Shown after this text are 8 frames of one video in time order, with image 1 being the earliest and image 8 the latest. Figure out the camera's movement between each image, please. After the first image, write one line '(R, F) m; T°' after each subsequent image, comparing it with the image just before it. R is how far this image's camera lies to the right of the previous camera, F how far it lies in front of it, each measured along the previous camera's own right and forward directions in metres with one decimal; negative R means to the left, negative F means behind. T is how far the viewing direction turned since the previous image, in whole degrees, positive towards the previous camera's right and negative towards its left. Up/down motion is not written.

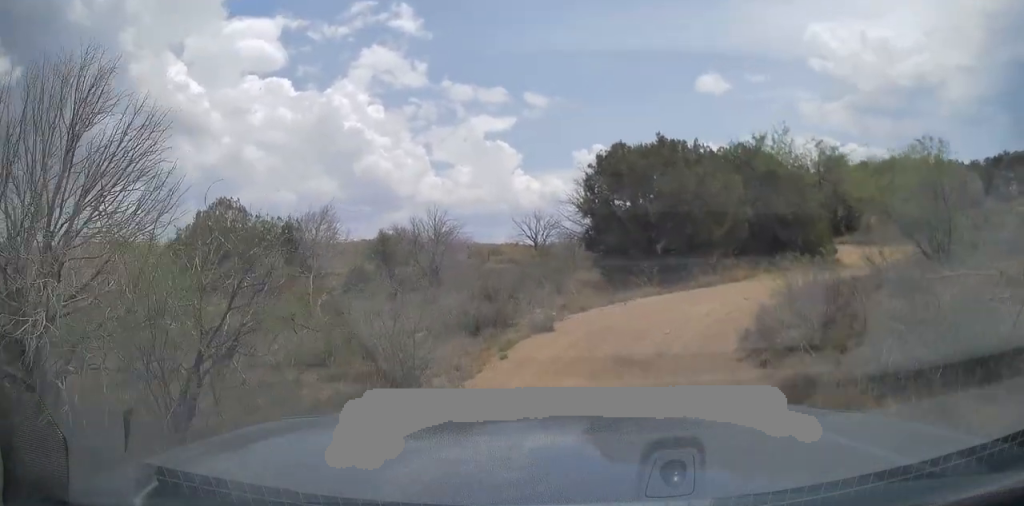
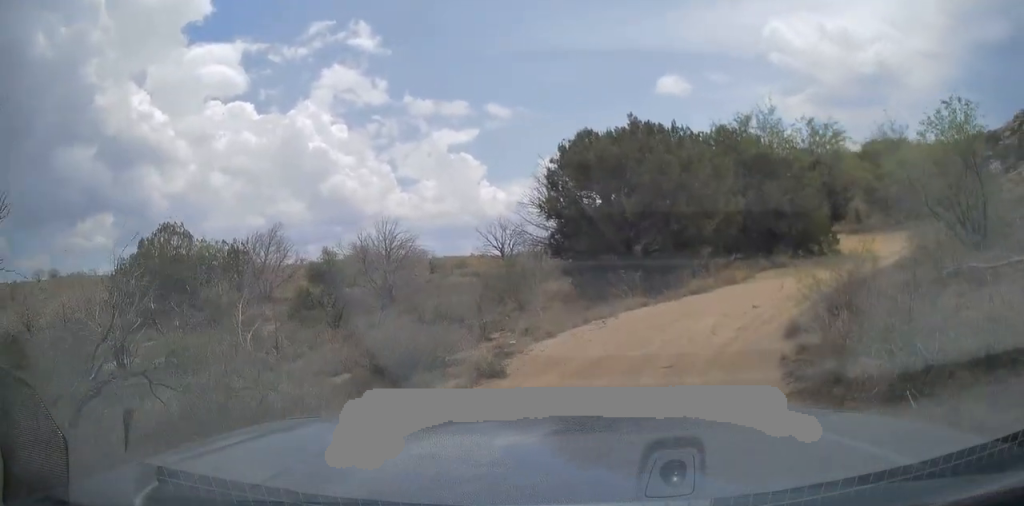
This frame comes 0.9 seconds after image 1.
(0.0, +3.3) m; +2°
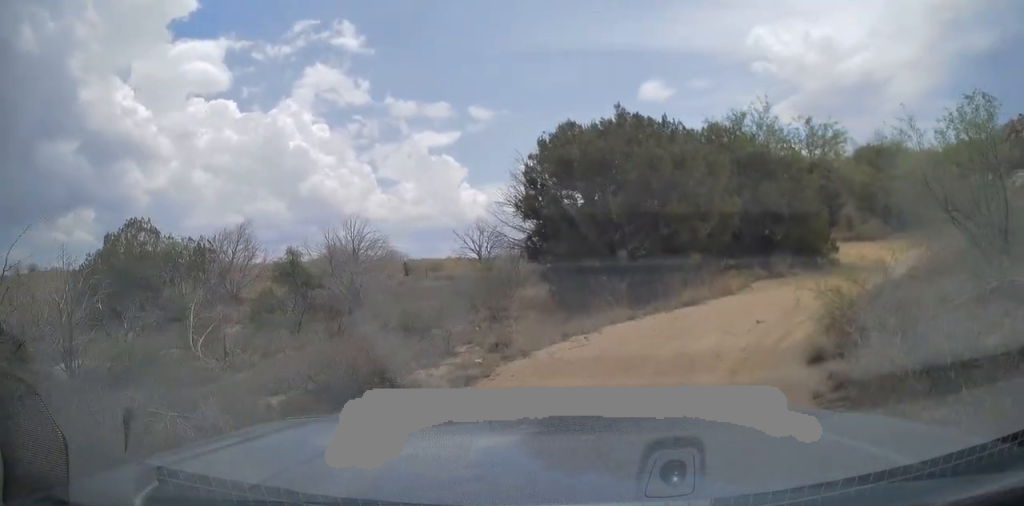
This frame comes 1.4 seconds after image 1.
(+0.1, +1.7) m; +4°
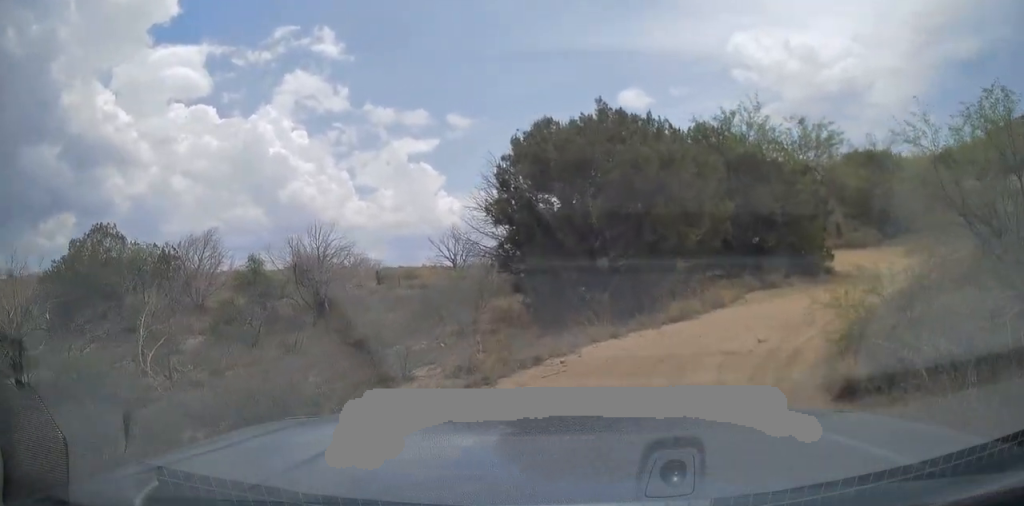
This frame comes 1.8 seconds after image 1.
(0.0, +1.5) m; +4°
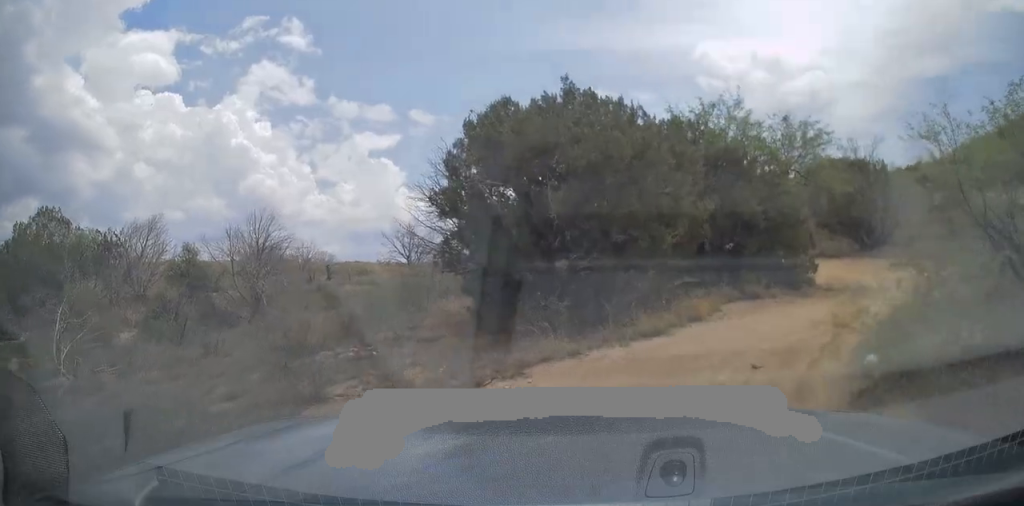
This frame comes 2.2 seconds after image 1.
(+0.1, +1.8) m; +5°
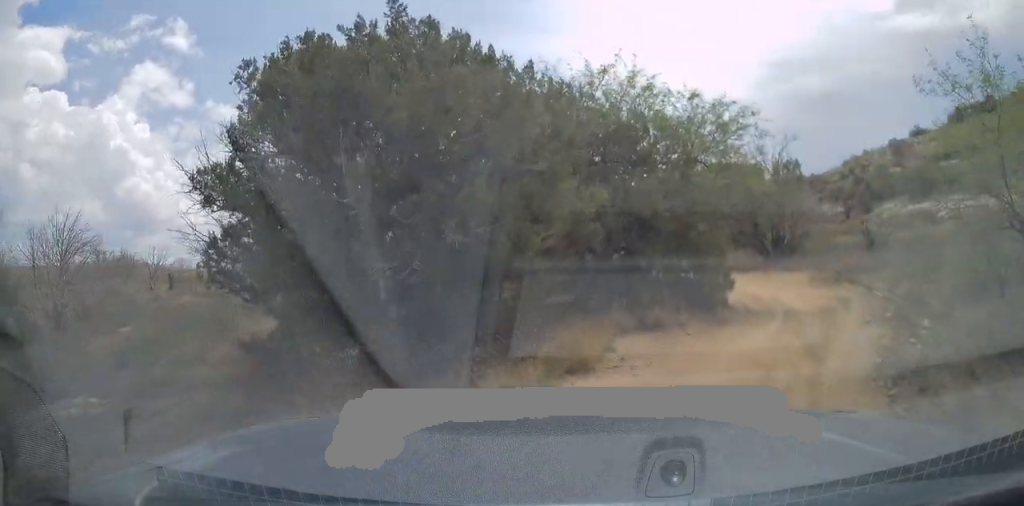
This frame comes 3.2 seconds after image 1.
(+0.4, +4.2) m; +8°
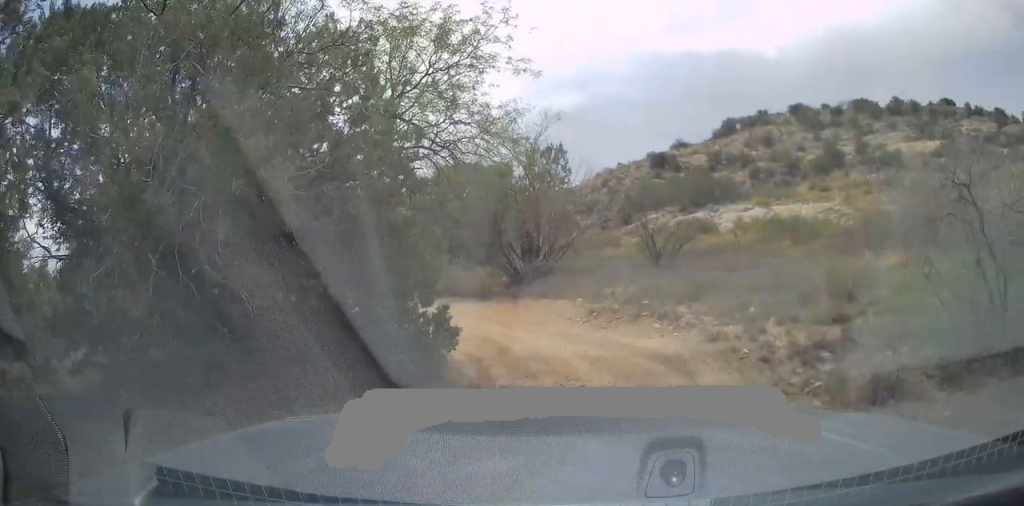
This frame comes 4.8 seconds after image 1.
(+0.8, +7.2) m; +17°
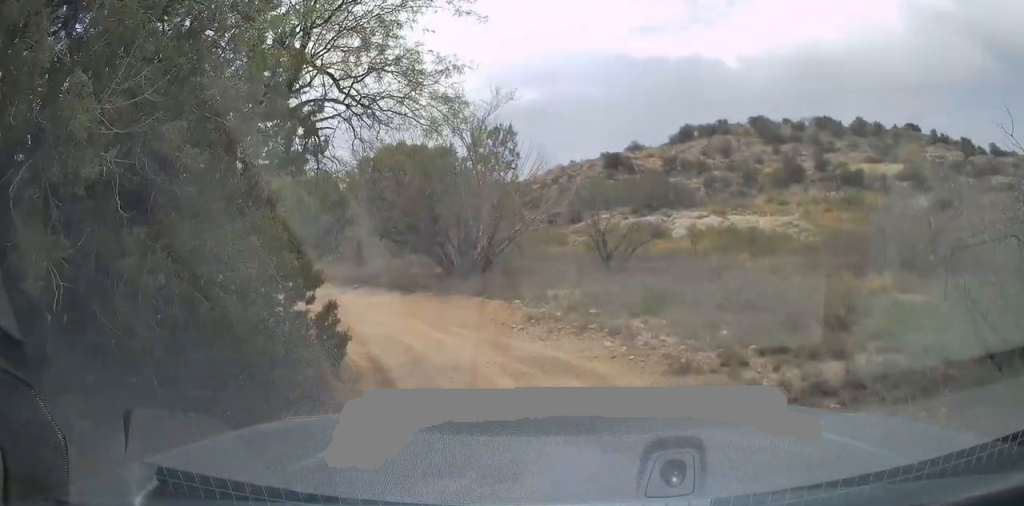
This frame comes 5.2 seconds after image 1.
(+0.1, +2.0) m; +4°
